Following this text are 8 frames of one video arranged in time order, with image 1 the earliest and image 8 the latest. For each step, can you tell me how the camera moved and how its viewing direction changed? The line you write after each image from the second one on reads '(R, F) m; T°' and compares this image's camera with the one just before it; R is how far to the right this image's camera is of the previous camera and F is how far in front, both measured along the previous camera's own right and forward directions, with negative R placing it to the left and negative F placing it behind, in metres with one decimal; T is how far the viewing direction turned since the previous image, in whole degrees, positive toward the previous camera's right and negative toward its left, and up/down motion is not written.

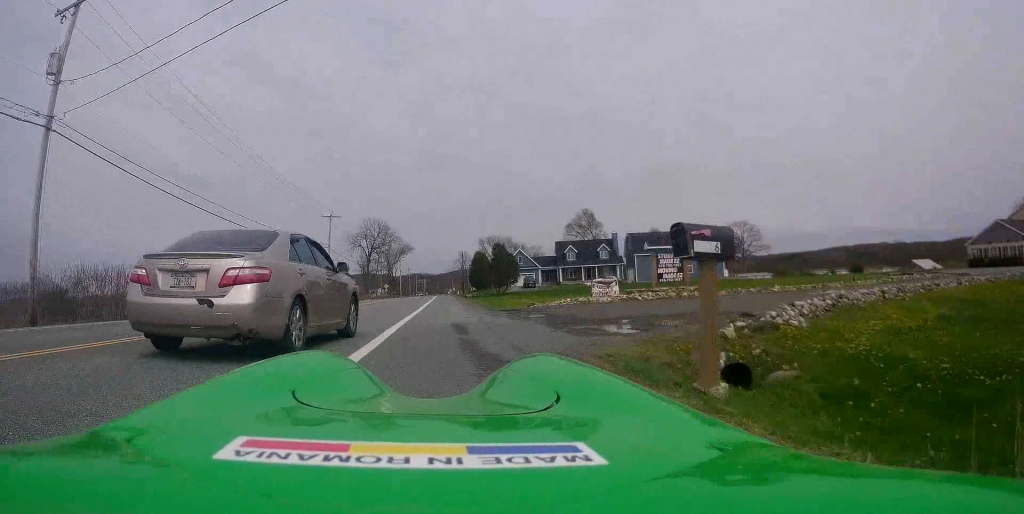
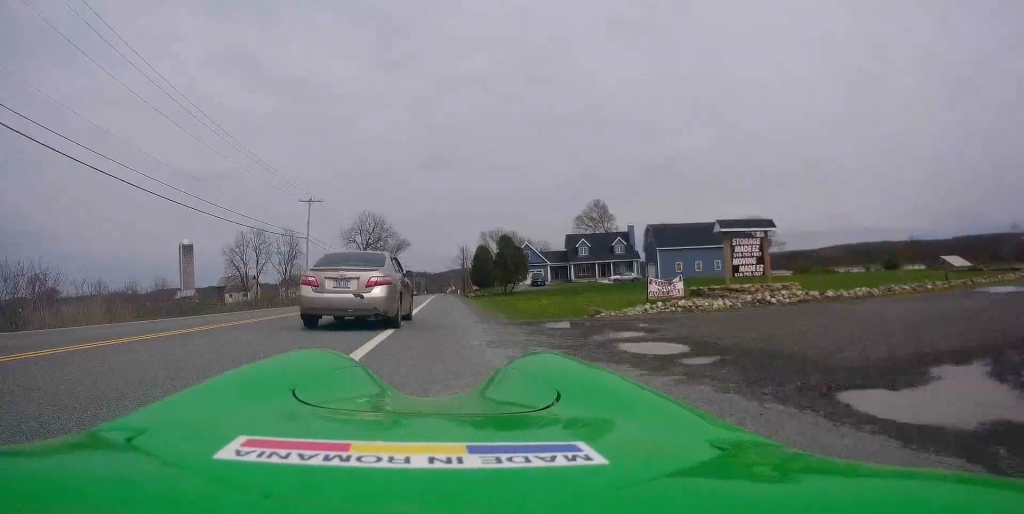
(+0.2, +10.0) m; +1°
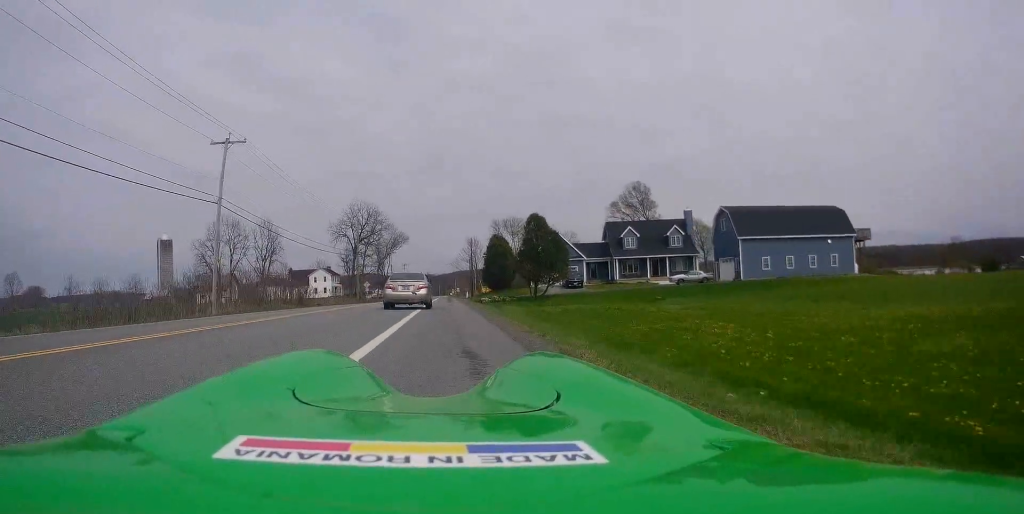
(+0.1, +23.5) m; 0°
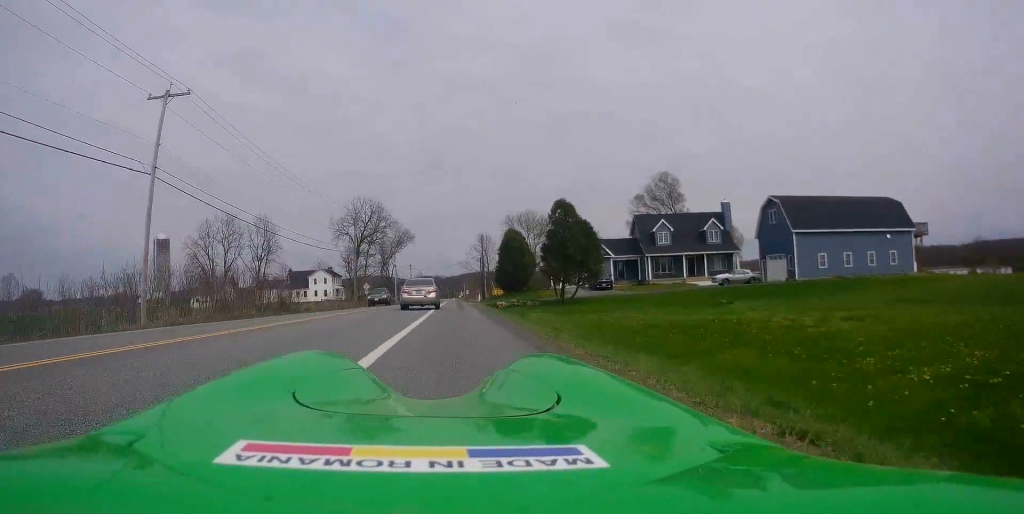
(0.0, +9.2) m; -1°
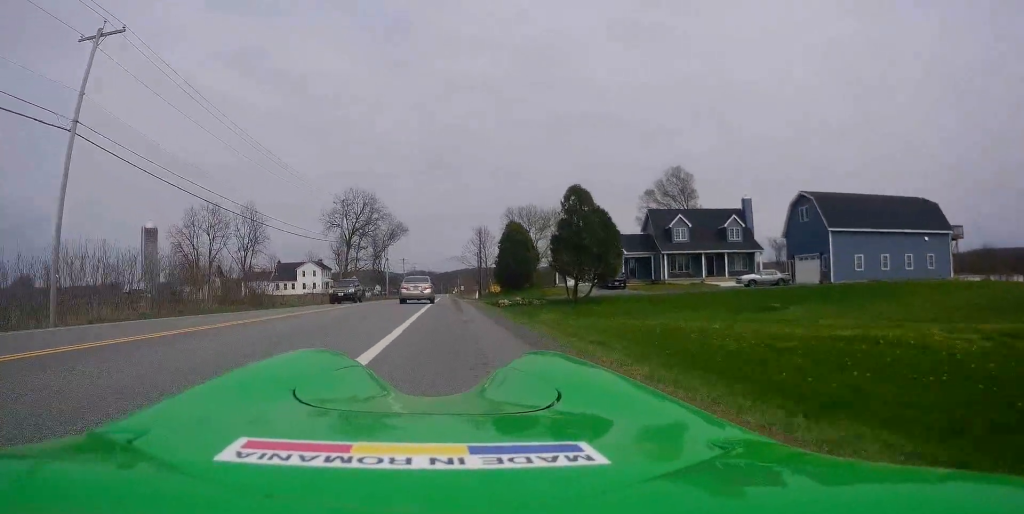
(0.0, +6.4) m; -1°
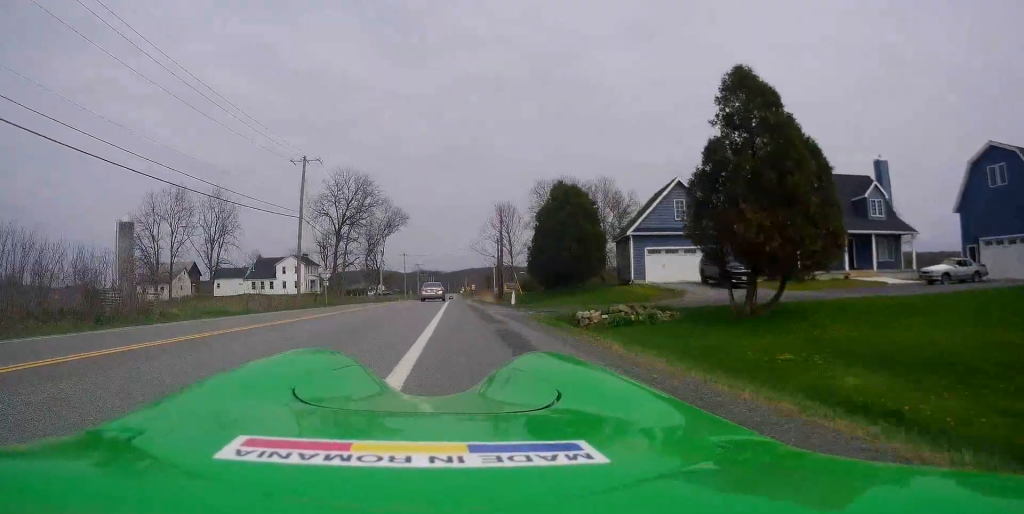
(-0.3, +22.1) m; 0°
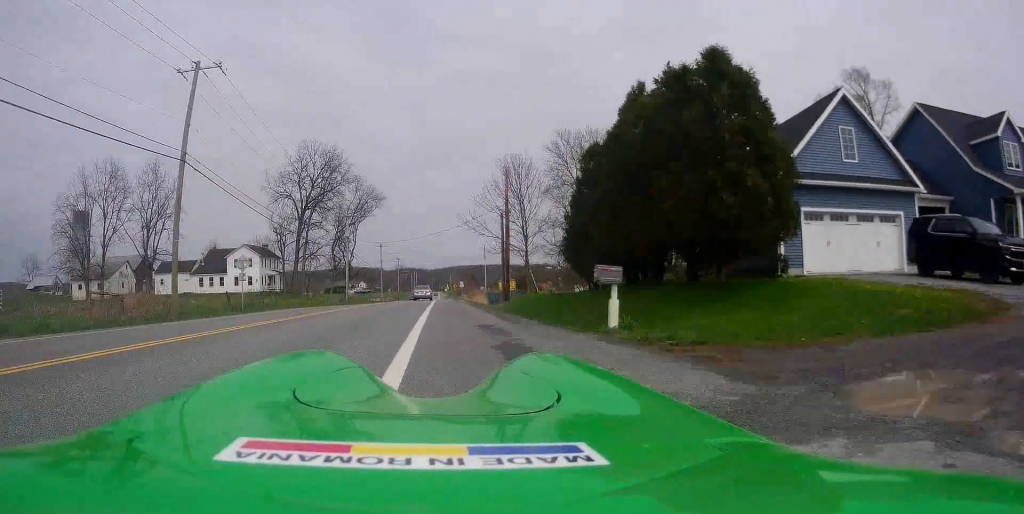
(+0.2, +19.3) m; +1°
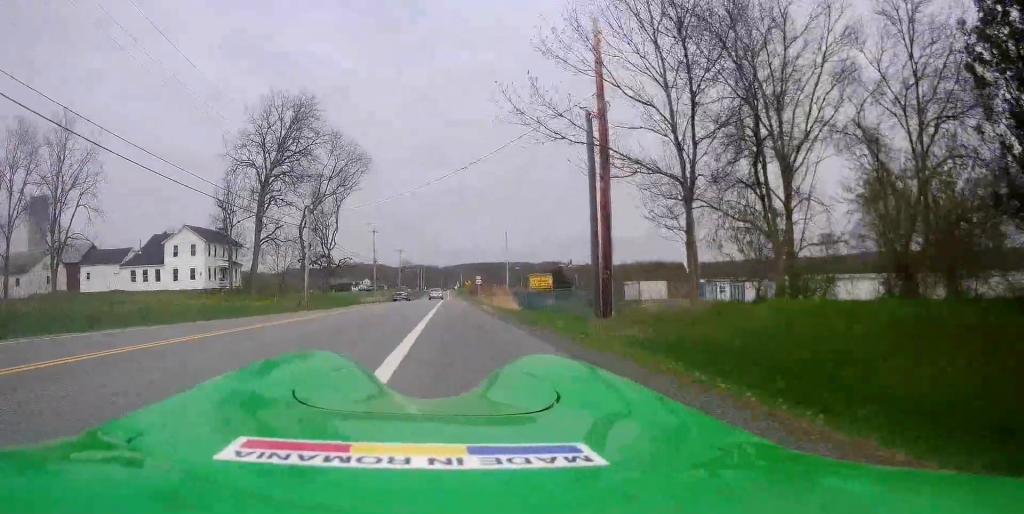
(+0.3, +25.6) m; -1°
